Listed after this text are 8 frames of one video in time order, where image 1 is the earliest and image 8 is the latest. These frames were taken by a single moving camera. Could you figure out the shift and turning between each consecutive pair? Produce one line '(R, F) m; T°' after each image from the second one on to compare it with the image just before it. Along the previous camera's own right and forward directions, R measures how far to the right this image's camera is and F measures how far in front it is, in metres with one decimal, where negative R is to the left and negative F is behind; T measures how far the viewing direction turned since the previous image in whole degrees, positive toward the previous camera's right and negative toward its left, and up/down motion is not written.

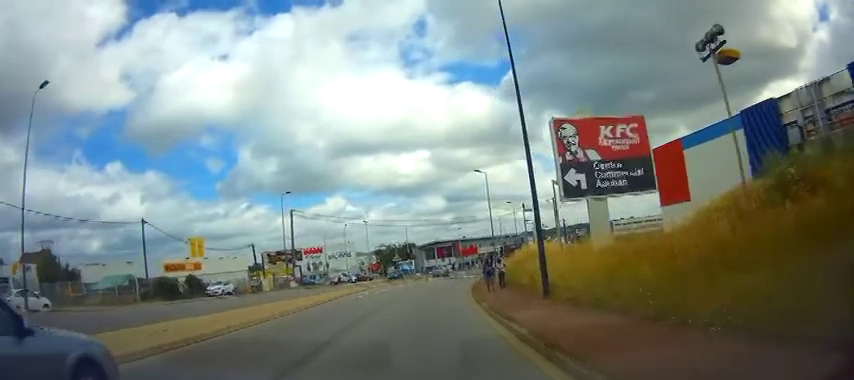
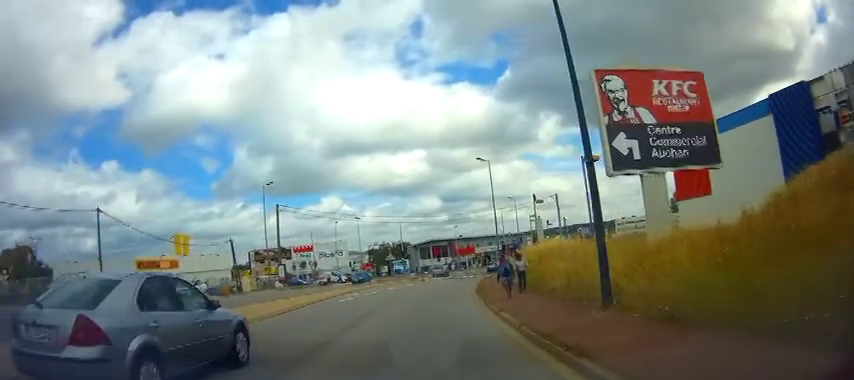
(0.0, +5.3) m; 0°
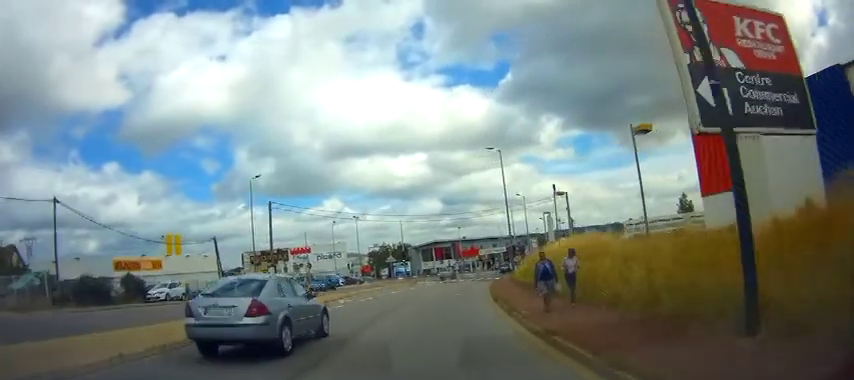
(0.0, +4.8) m; -1°
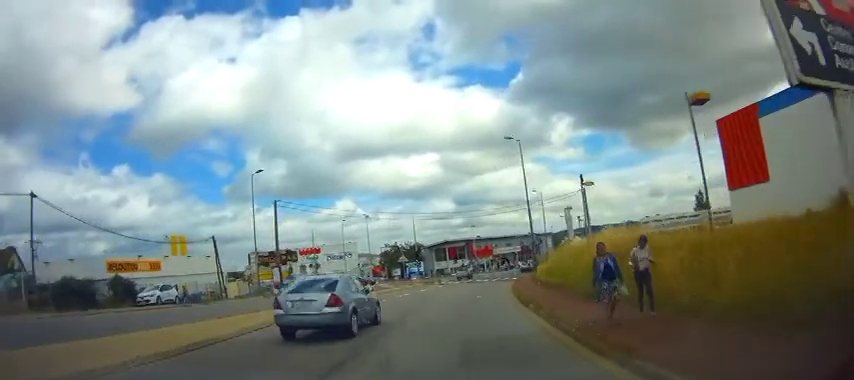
(0.0, +3.1) m; -1°
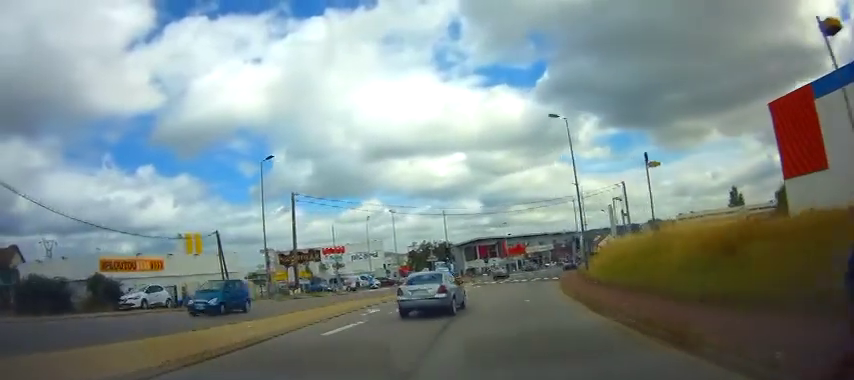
(-0.1, +5.1) m; -1°
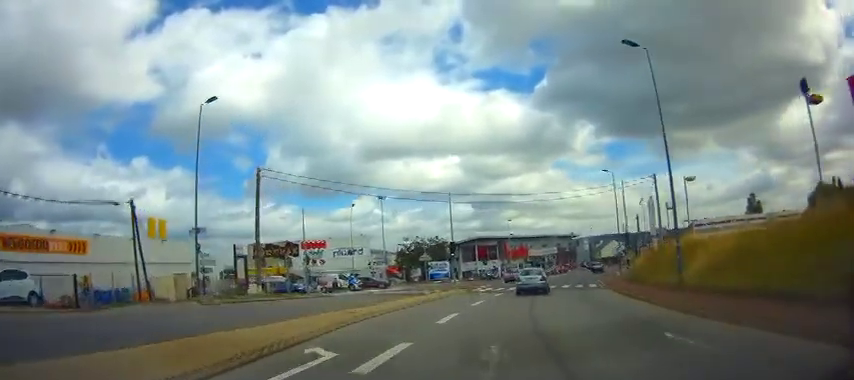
(-0.1, +11.7) m; +1°
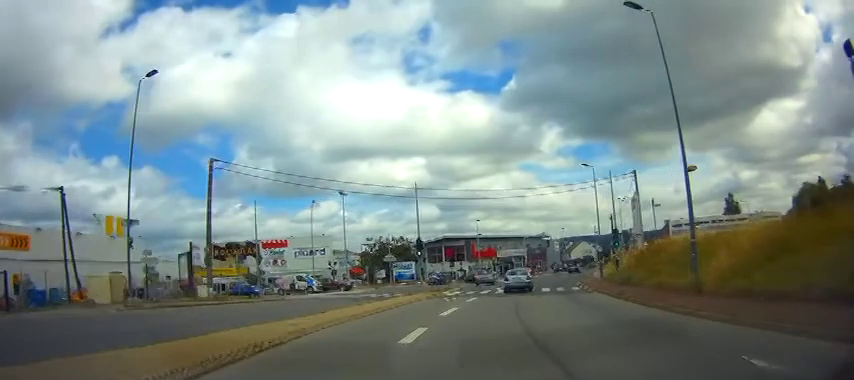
(-0.1, +3.7) m; +2°
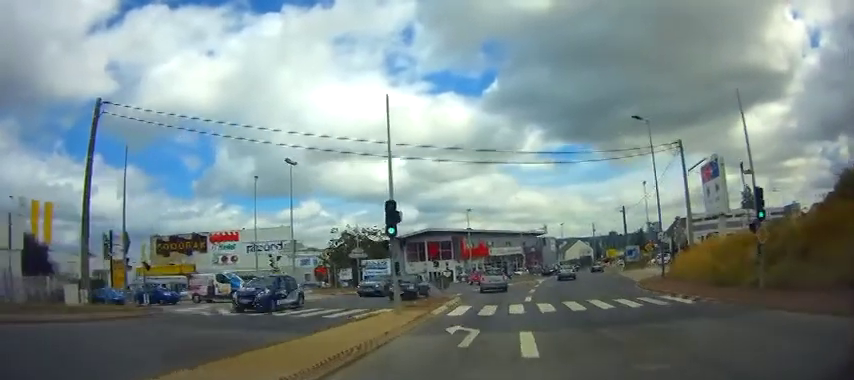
(+0.9, +15.4) m; +5°
